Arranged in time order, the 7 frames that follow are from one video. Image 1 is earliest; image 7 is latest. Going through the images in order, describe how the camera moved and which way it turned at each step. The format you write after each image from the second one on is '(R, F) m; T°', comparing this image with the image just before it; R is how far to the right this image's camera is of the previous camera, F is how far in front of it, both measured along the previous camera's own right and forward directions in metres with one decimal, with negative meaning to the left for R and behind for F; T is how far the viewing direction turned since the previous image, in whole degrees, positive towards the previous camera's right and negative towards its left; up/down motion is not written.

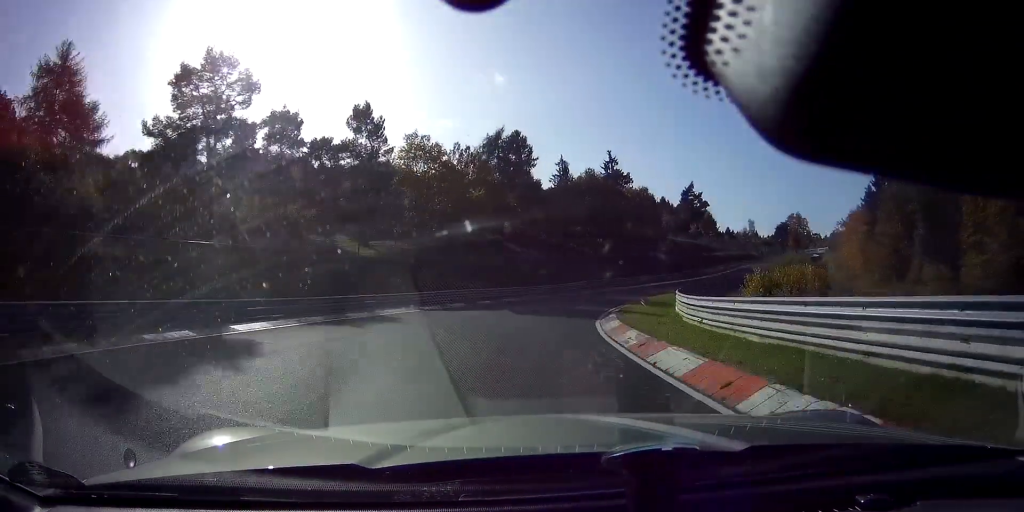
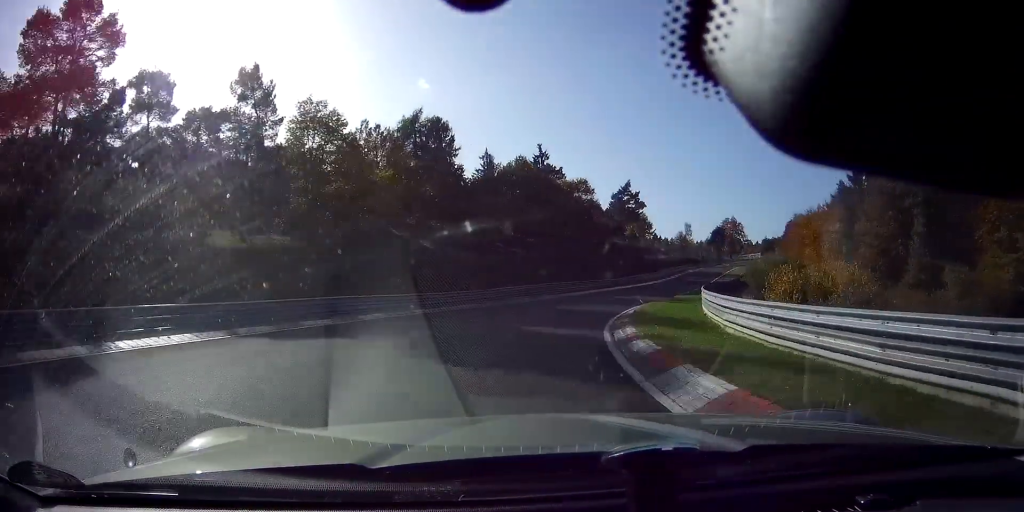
(+1.8, +13.1) m; +9°
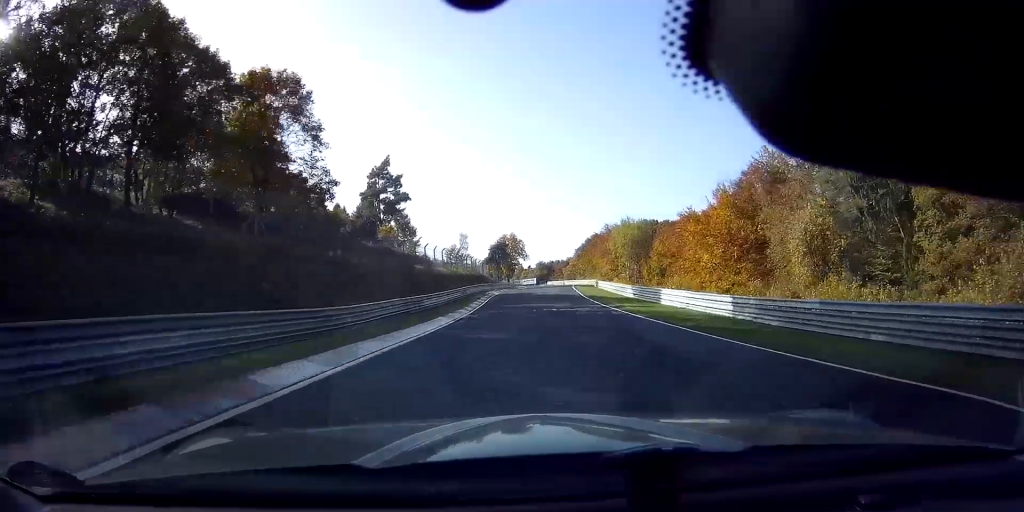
(+10.1, +45.9) m; +21°
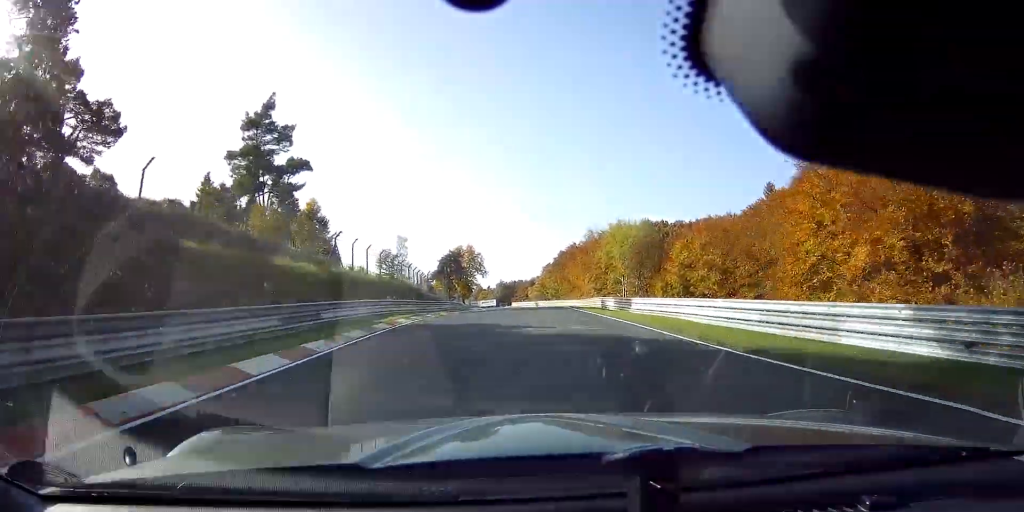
(+2.5, +34.4) m; +5°
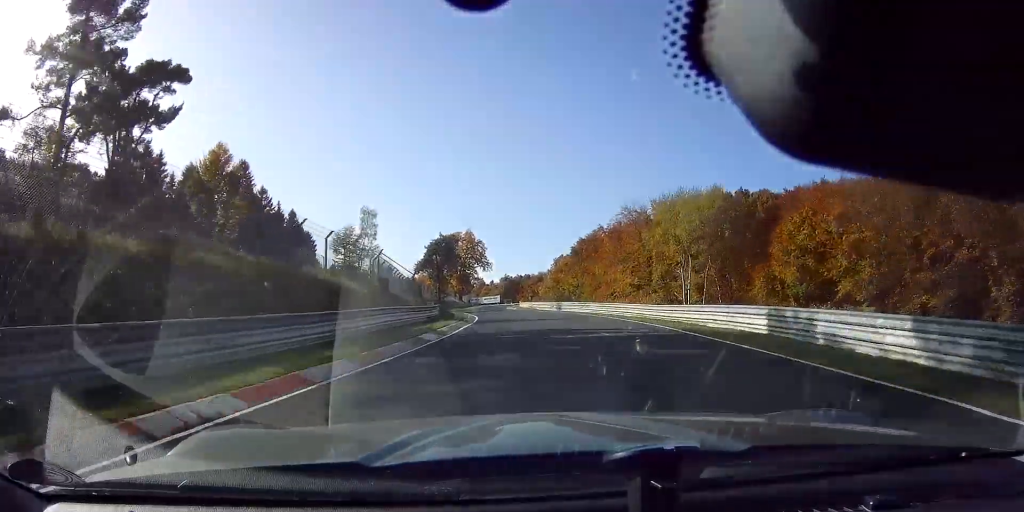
(+0.4, +28.9) m; 0°
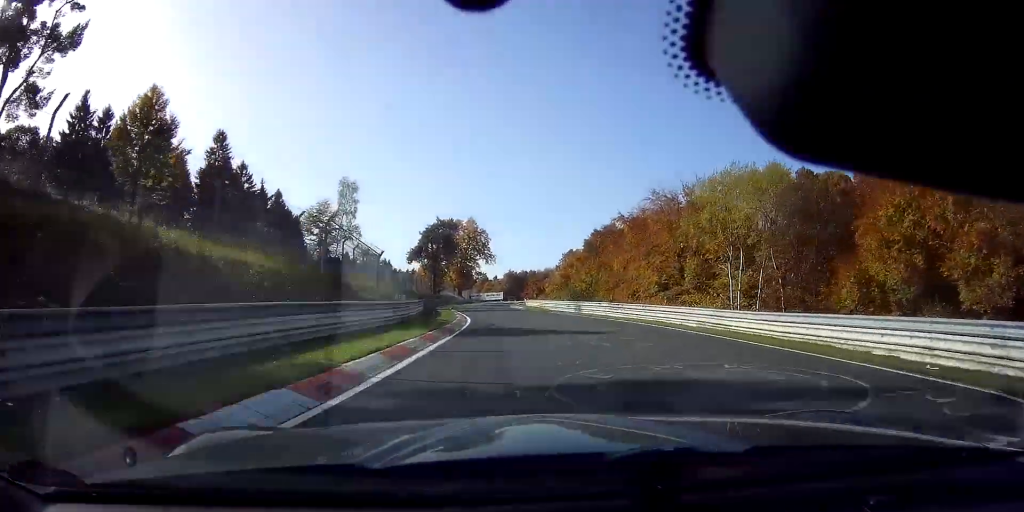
(-0.1, +12.7) m; 0°
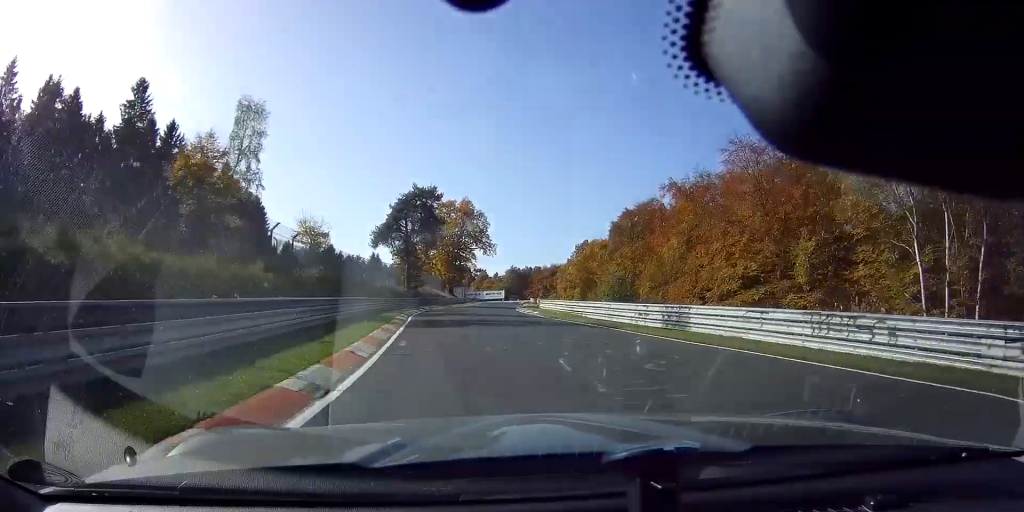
(-0.2, +26.1) m; 0°
